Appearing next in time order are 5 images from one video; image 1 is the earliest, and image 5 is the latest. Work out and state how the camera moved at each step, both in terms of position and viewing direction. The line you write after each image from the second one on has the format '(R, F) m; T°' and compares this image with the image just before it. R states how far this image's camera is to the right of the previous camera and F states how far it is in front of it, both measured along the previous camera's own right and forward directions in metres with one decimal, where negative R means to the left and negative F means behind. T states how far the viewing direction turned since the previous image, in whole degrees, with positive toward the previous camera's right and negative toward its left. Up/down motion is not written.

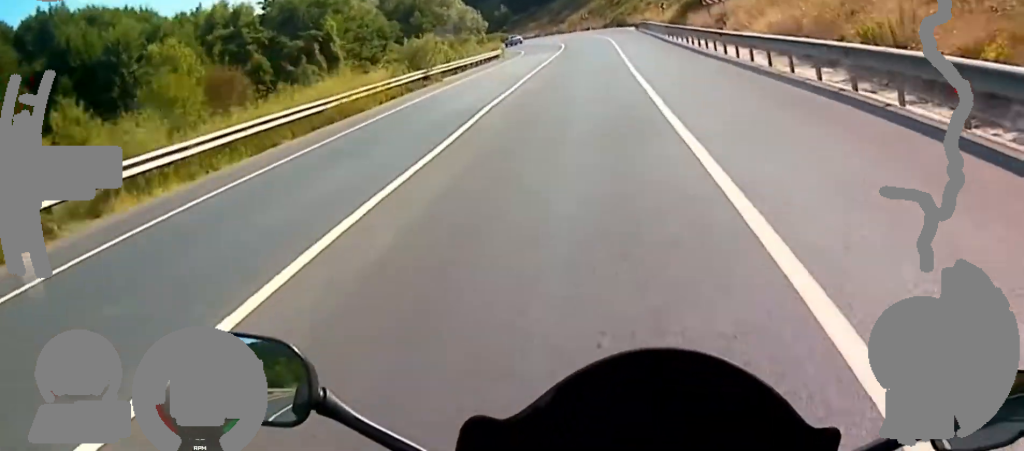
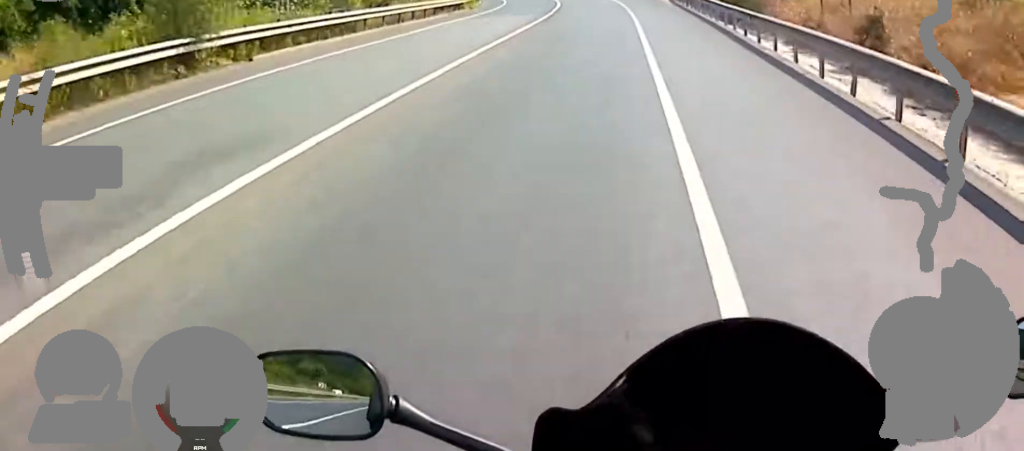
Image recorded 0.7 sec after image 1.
(-0.5, +16.9) m; -4°
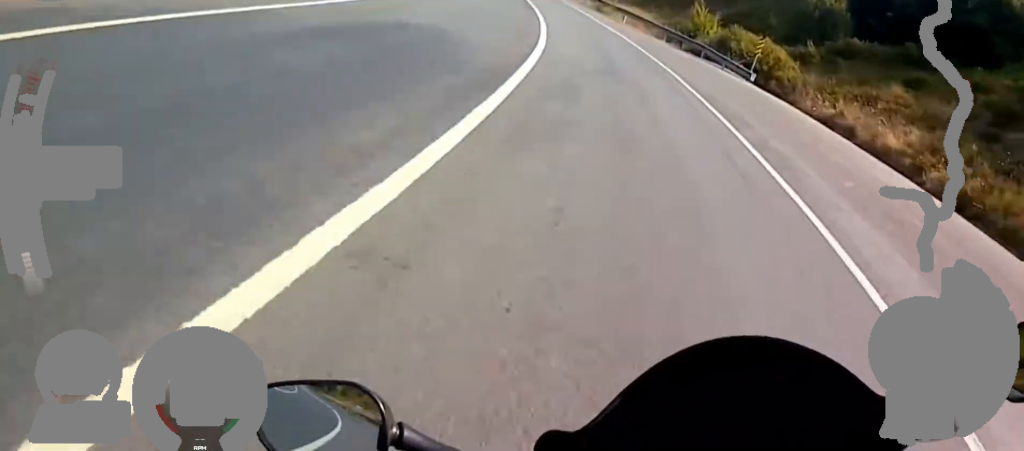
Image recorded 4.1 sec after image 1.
(-16.1, +72.7) m; -31°
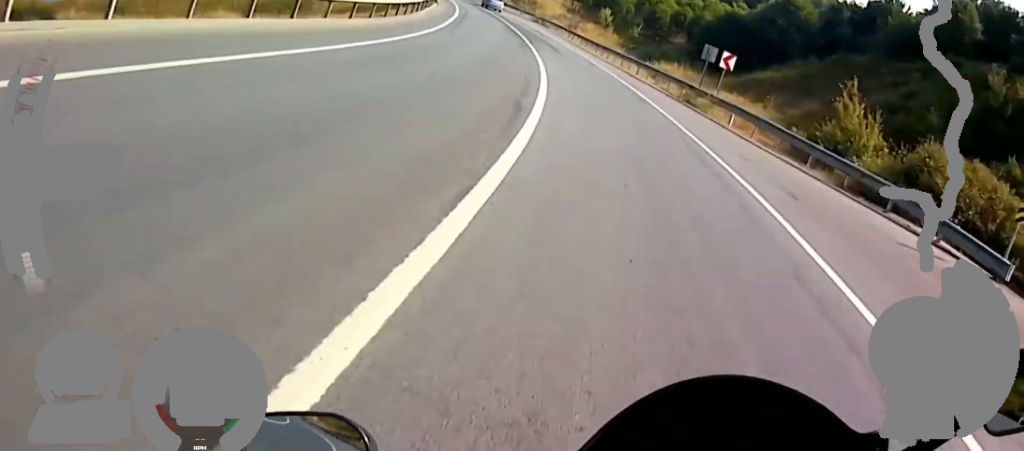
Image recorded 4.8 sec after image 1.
(-2.3, +18.7) m; -10°
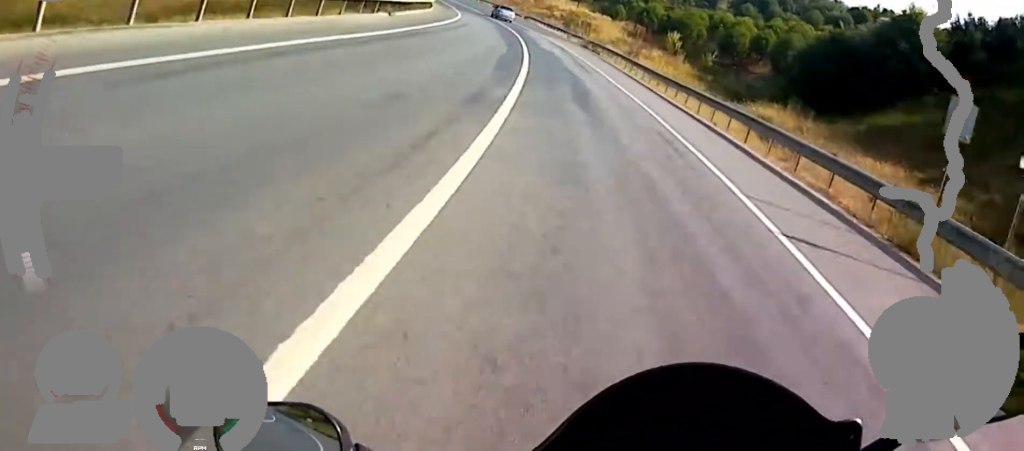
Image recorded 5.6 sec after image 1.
(-1.8, +20.1) m; -6°
